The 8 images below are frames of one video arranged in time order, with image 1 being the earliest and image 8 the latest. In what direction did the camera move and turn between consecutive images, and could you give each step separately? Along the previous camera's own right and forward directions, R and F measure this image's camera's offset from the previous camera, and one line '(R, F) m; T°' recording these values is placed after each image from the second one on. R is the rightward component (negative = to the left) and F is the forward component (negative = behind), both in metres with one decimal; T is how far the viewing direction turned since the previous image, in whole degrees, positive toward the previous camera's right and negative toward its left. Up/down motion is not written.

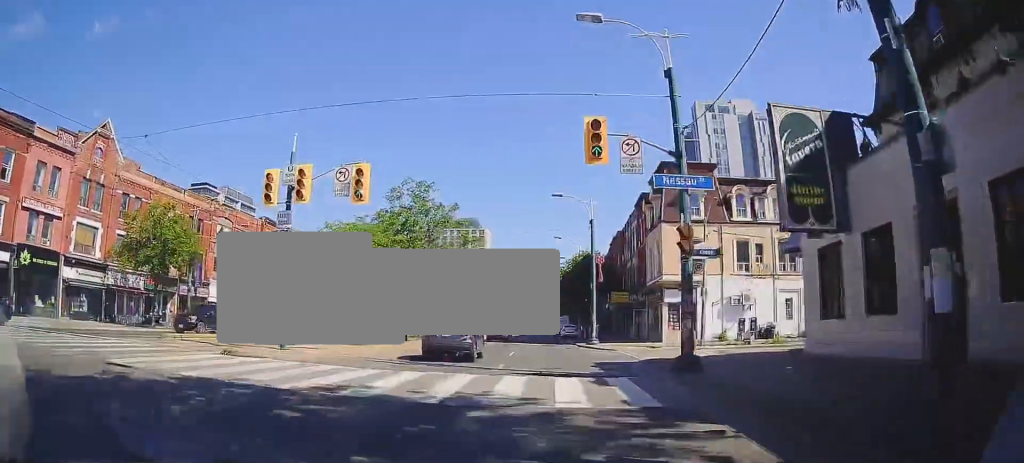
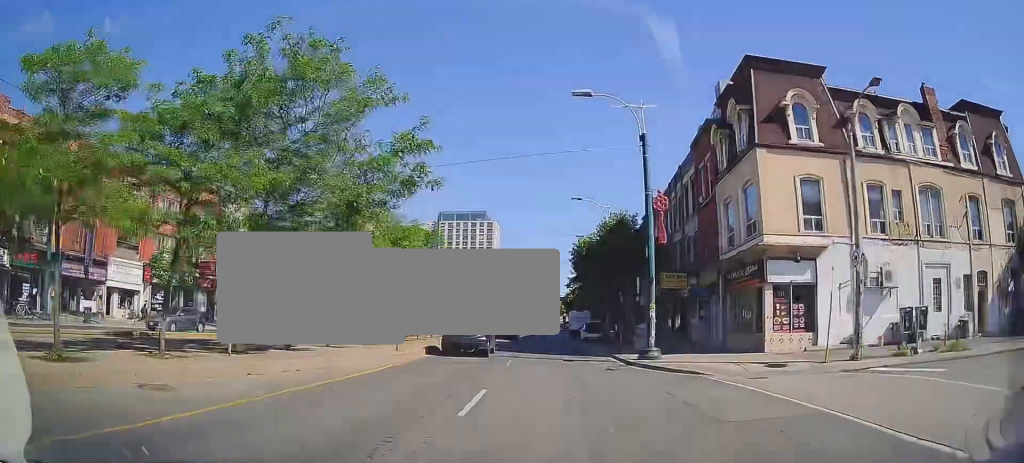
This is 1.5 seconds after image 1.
(-0.1, +16.7) m; +1°
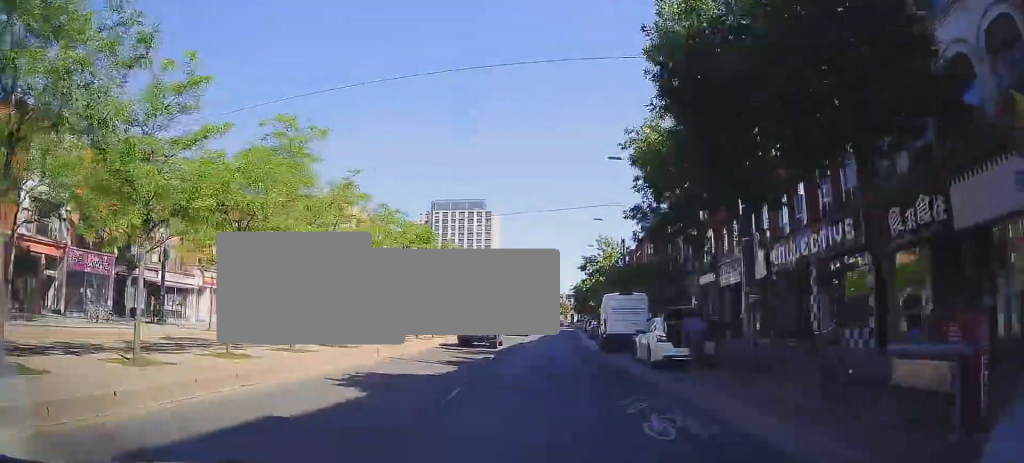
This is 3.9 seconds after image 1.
(+0.3, +26.7) m; +2°
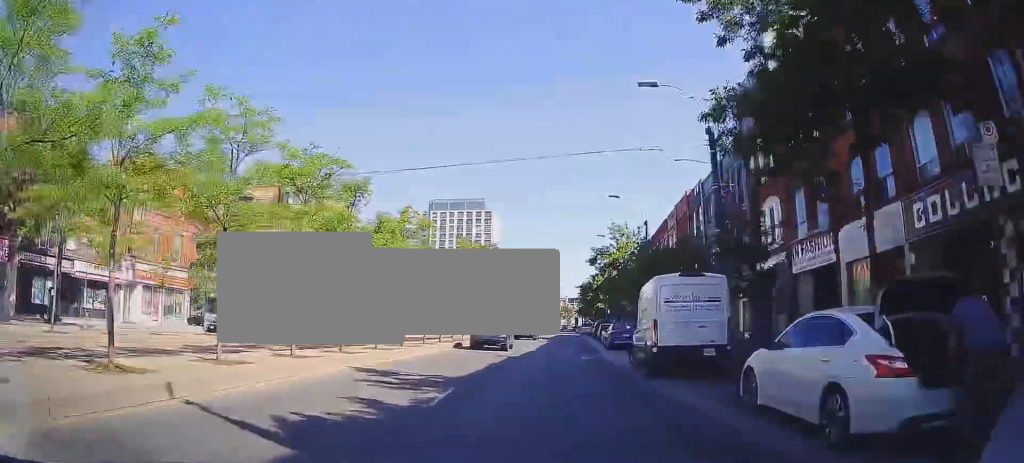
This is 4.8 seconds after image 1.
(0.0, +10.4) m; -1°
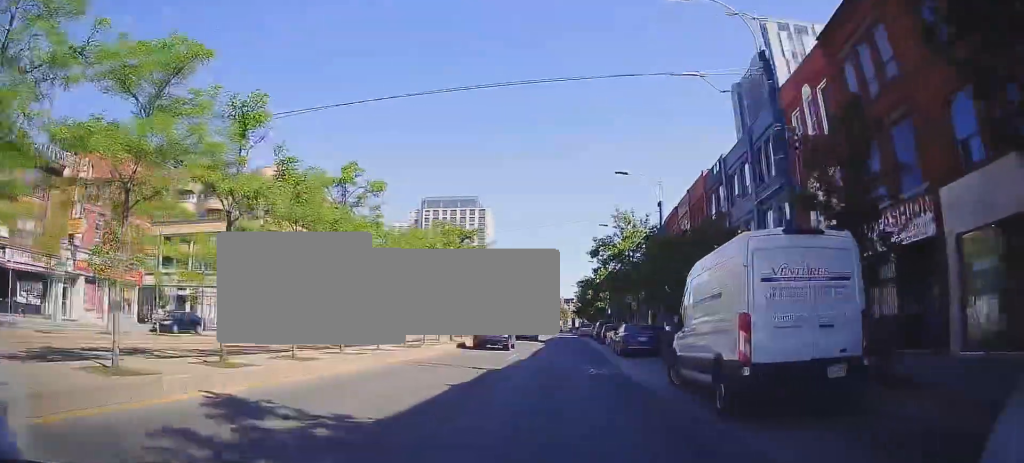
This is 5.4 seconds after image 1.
(-0.1, +6.5) m; 0°
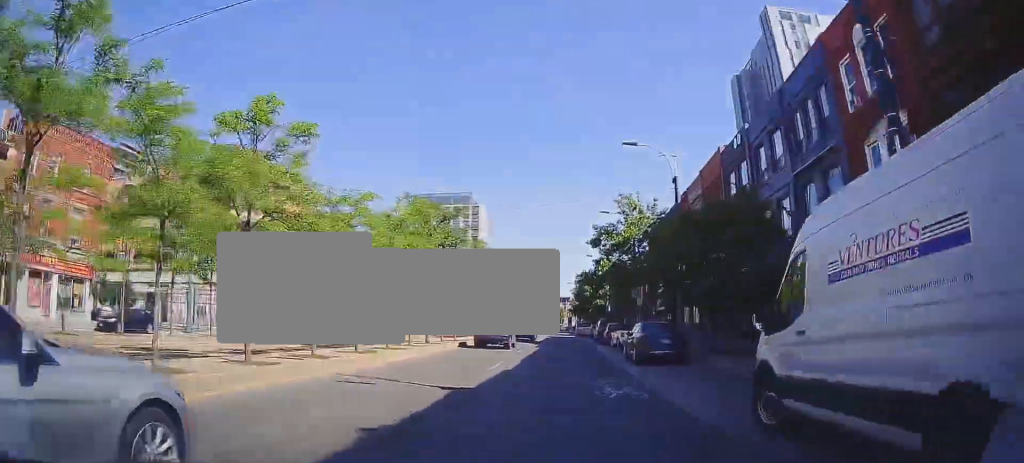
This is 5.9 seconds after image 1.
(0.0, +5.5) m; 0°
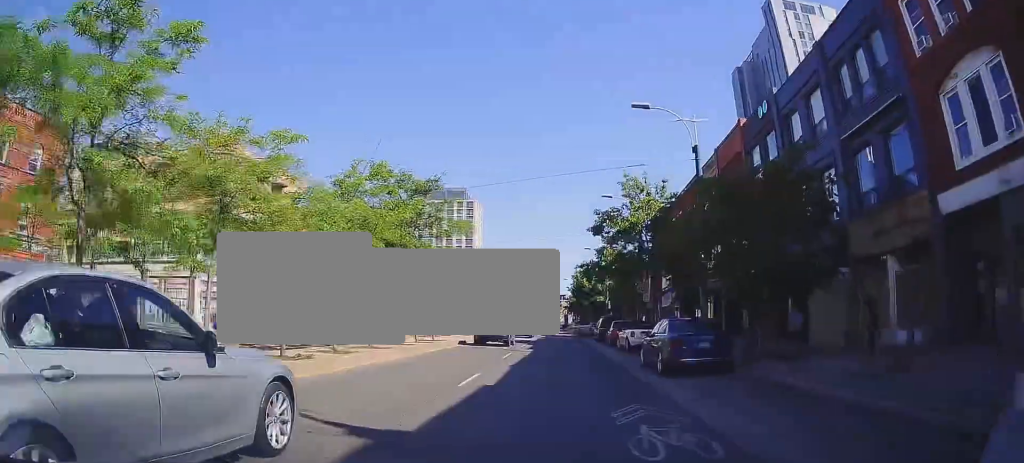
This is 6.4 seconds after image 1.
(0.0, +4.8) m; 0°
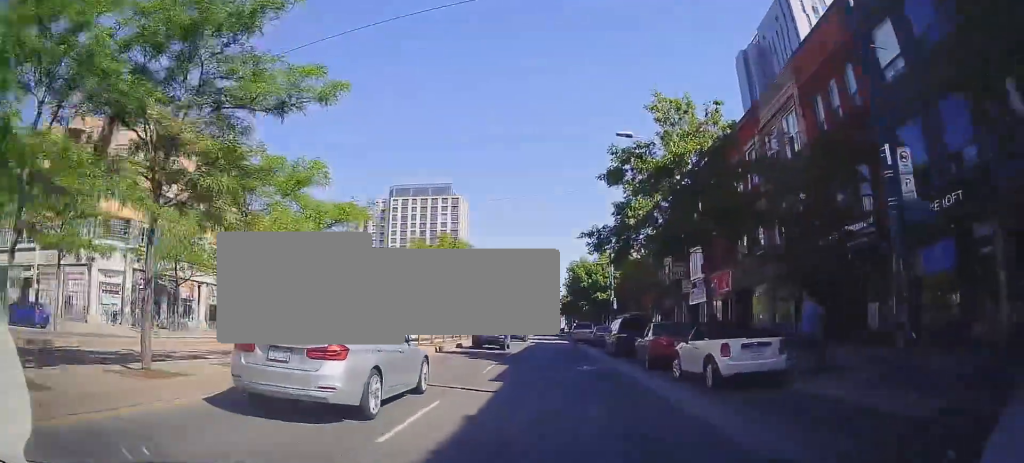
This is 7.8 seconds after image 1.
(+0.2, +13.9) m; +2°
